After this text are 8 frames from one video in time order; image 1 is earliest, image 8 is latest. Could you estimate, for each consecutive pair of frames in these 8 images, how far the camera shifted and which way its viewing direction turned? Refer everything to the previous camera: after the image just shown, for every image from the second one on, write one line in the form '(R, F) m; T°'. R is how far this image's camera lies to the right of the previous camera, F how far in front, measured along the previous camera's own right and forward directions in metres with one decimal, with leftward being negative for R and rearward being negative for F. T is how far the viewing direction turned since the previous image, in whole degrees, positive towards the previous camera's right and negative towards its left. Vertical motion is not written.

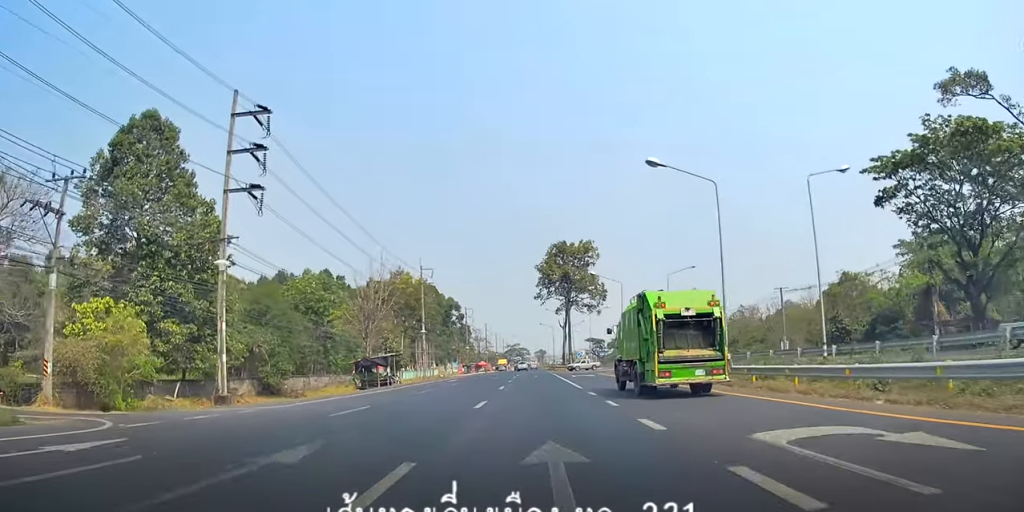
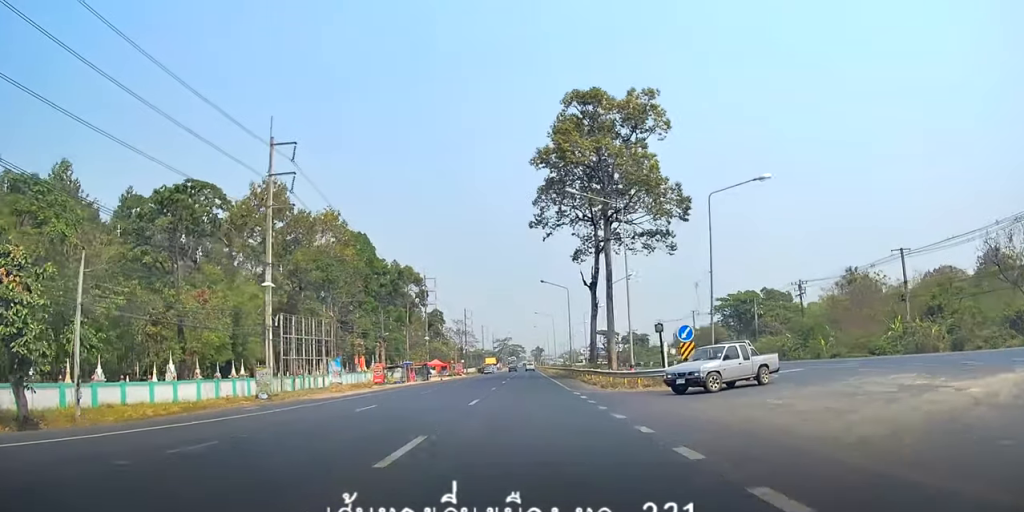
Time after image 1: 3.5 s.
(+0.3, +69.2) m; +3°
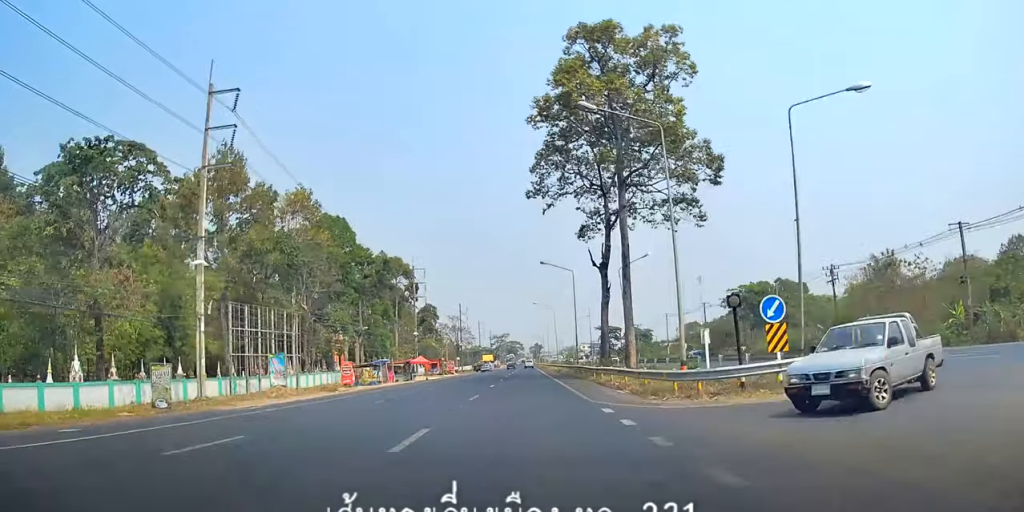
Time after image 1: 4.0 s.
(+0.4, +10.0) m; 0°
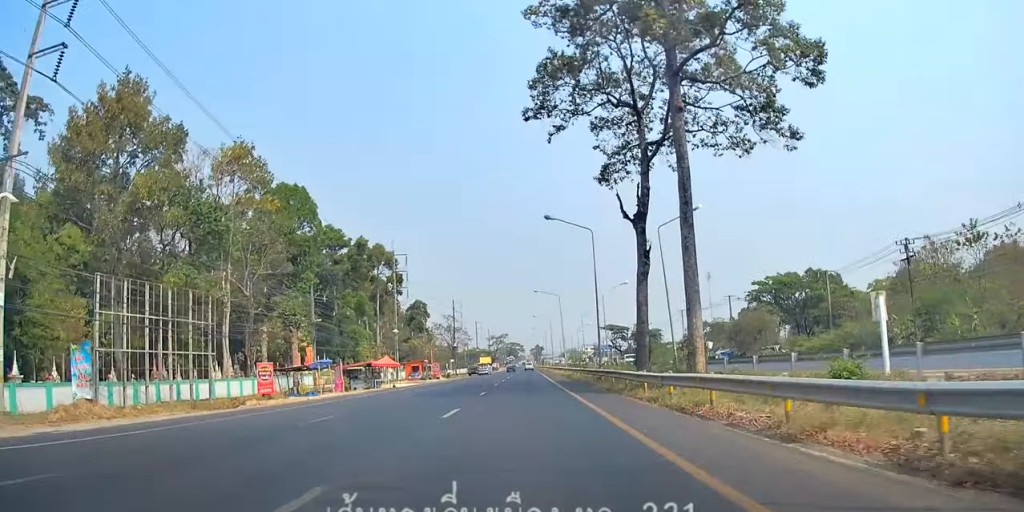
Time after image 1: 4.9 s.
(-0.2, +17.4) m; 0°
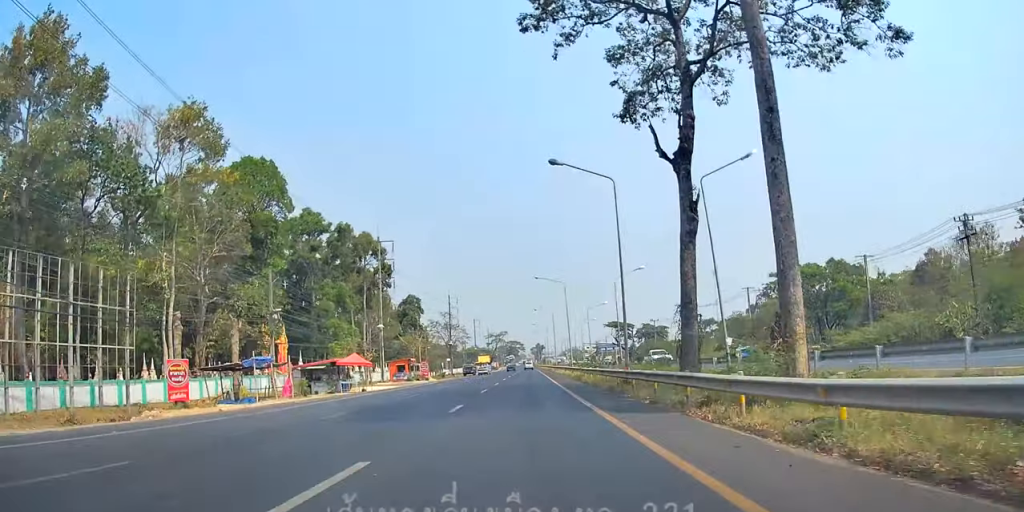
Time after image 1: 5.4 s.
(-0.3, +10.0) m; 0°
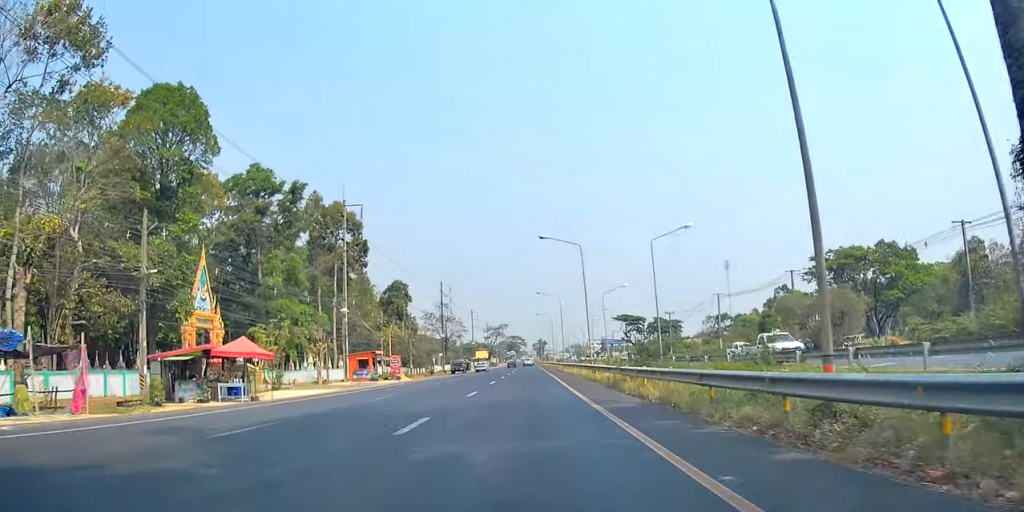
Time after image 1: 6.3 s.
(+0.8, +18.4) m; 0°
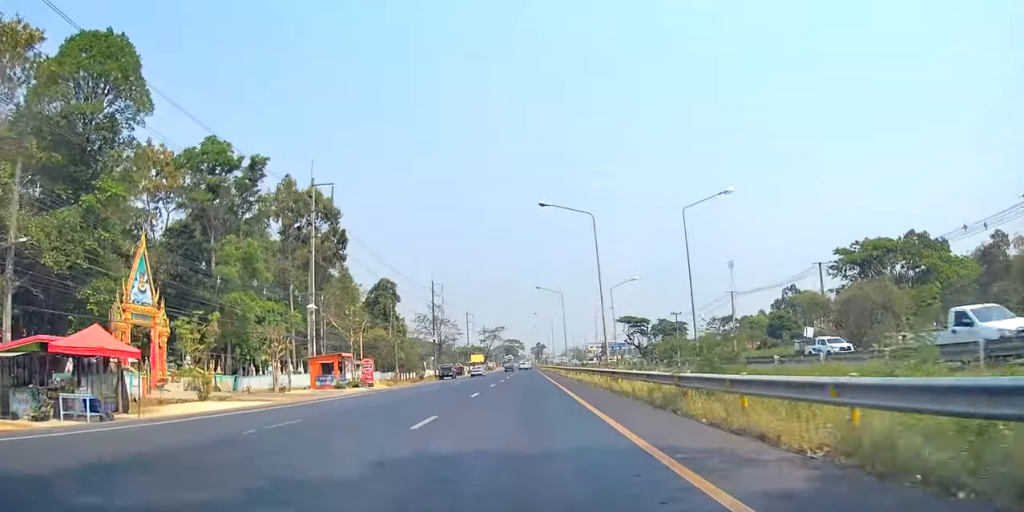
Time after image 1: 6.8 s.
(-0.4, +10.1) m; 0°
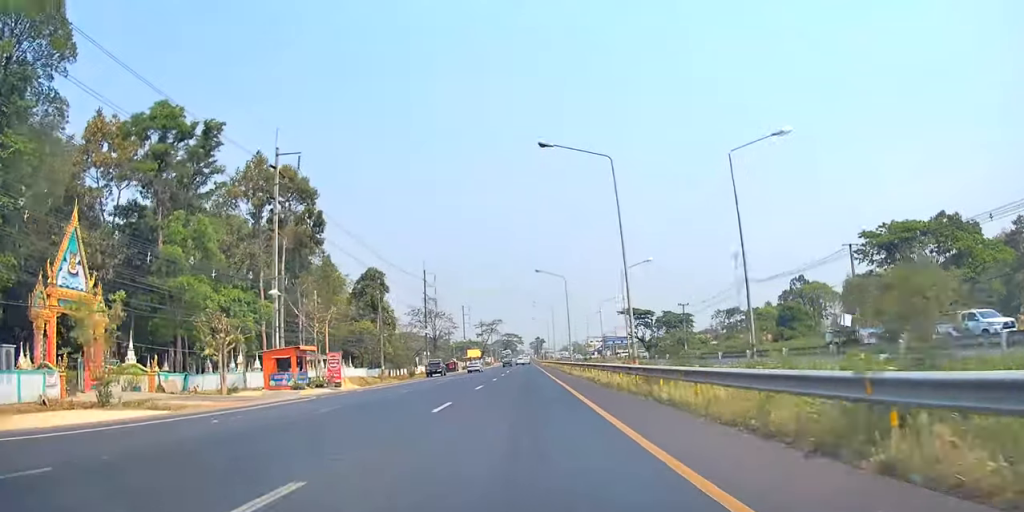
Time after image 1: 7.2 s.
(-0.3, +8.1) m; 0°
